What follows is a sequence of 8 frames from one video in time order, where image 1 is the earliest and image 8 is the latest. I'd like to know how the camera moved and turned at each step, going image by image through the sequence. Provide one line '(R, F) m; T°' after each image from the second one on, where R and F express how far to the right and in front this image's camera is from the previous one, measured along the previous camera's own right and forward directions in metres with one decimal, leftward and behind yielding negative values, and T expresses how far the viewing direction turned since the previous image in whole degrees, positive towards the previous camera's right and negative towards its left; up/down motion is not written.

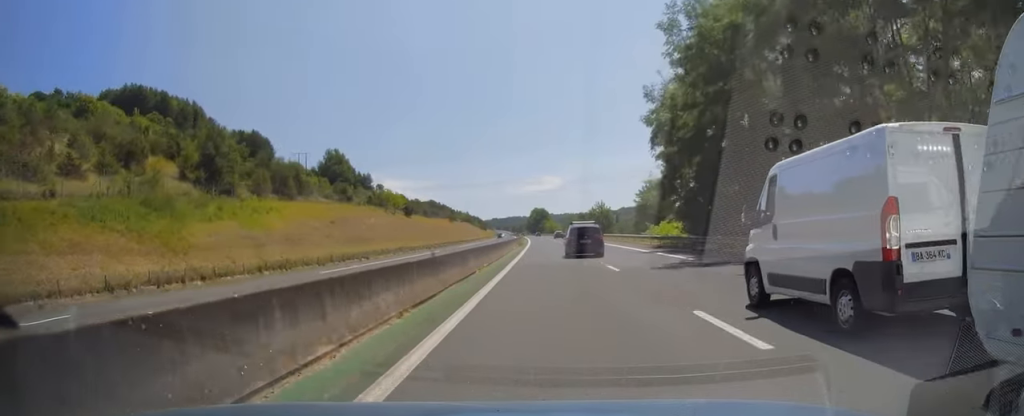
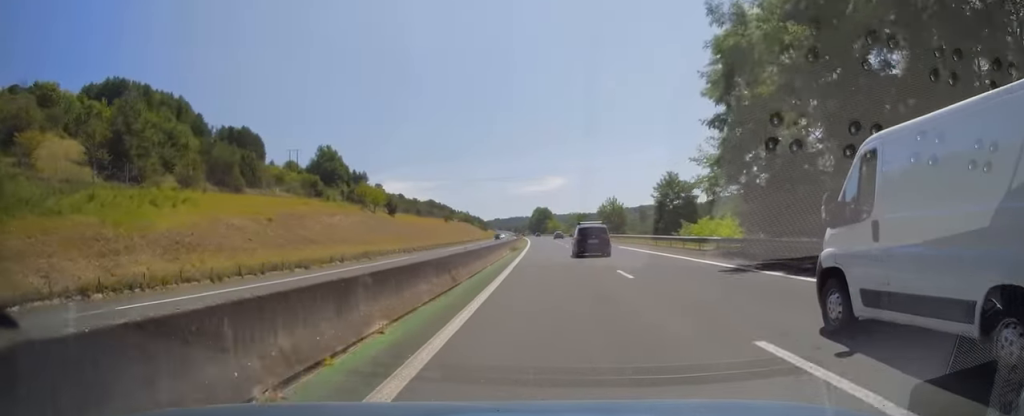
(0.0, +15.6) m; 0°
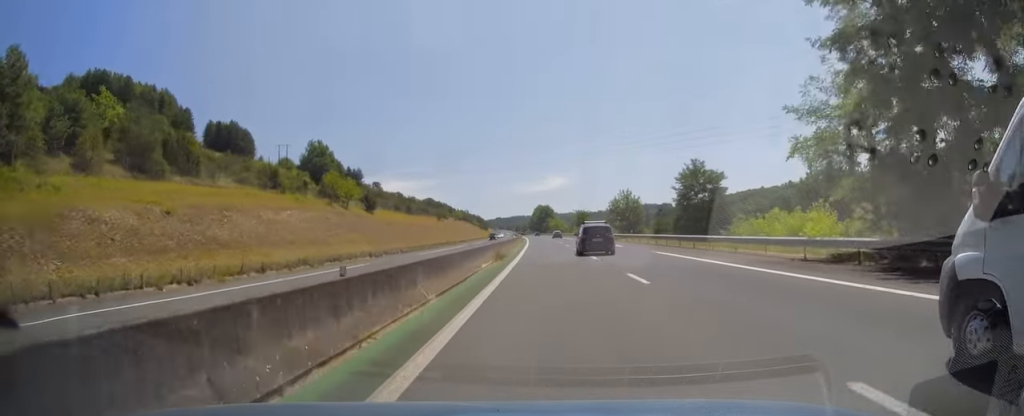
(-0.2, +15.0) m; 0°
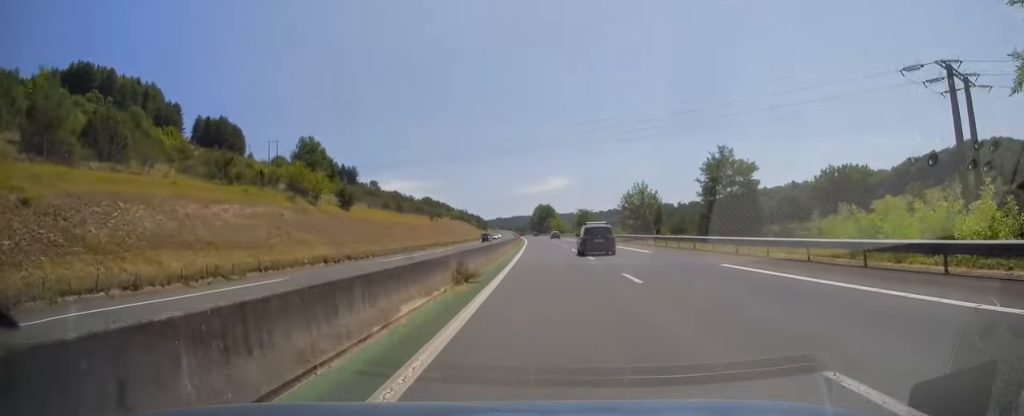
(-0.1, +12.5) m; 0°
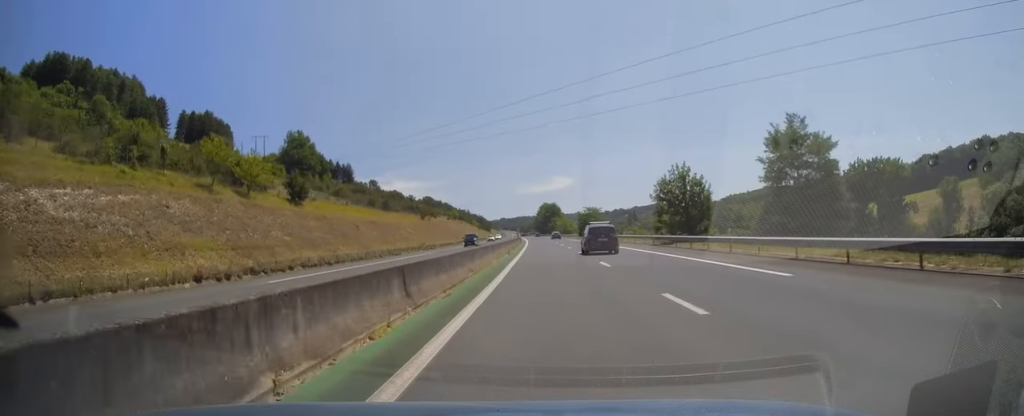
(0.0, +18.9) m; 0°
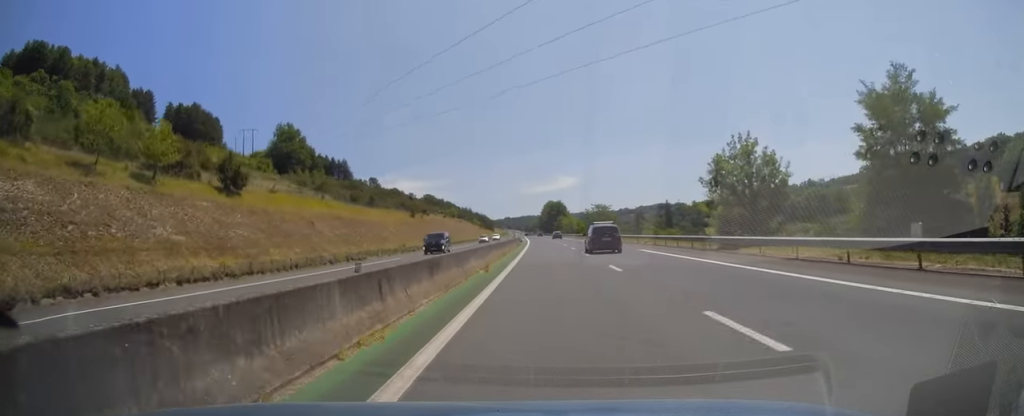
(0.0, +15.9) m; 0°
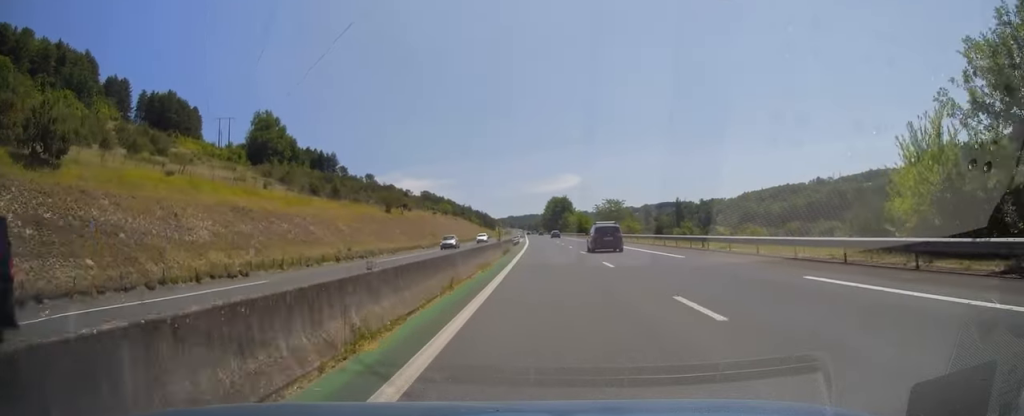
(0.0, +23.8) m; -1°
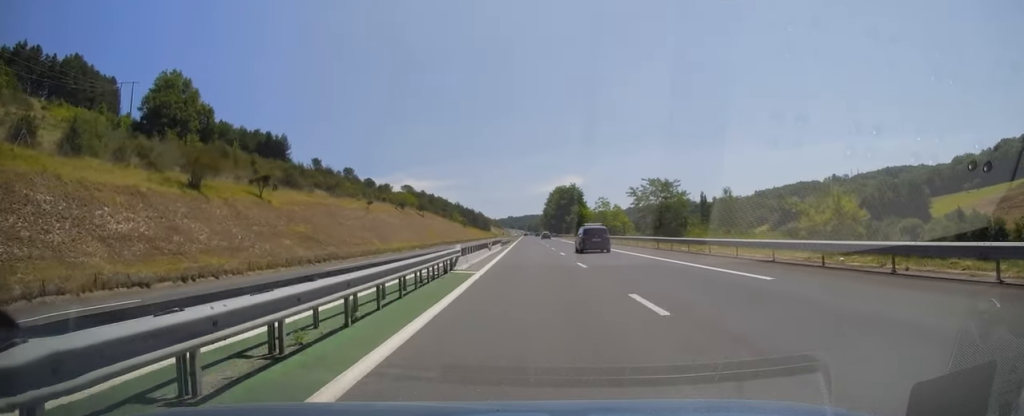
(-0.1, +63.7) m; 0°
